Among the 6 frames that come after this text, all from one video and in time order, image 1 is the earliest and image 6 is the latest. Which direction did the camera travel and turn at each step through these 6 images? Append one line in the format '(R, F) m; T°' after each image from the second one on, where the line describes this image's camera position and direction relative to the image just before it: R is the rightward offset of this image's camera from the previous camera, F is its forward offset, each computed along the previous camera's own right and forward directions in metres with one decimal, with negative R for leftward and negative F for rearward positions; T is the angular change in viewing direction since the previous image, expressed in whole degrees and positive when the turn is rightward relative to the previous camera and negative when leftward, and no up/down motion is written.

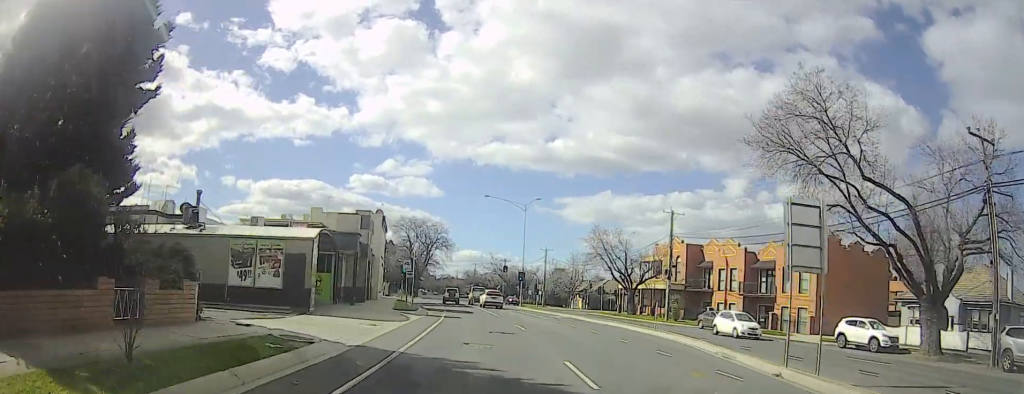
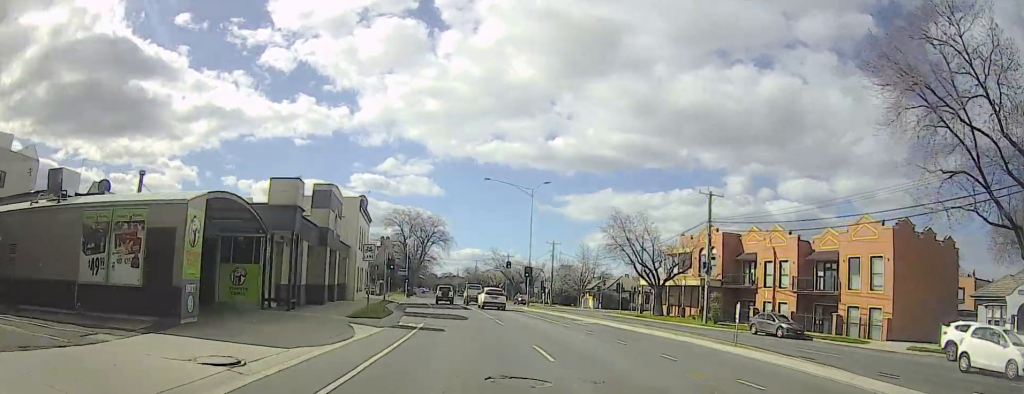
(0.0, +8.2) m; +1°
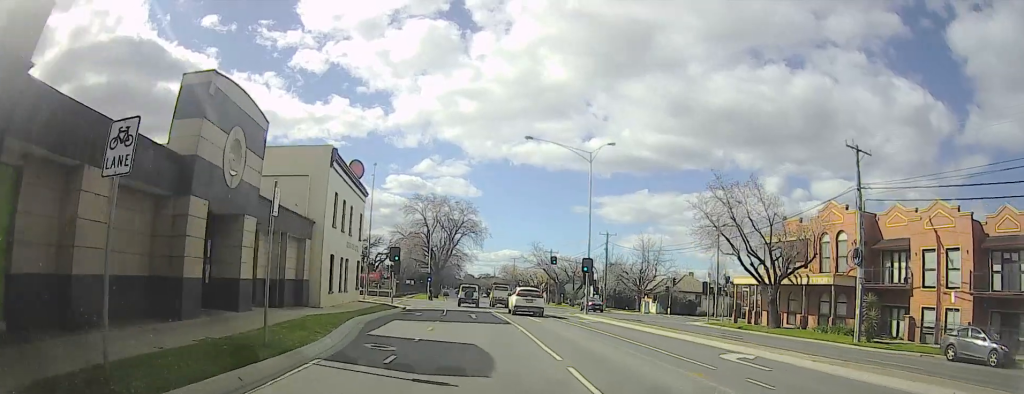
(+0.1, +14.9) m; -1°
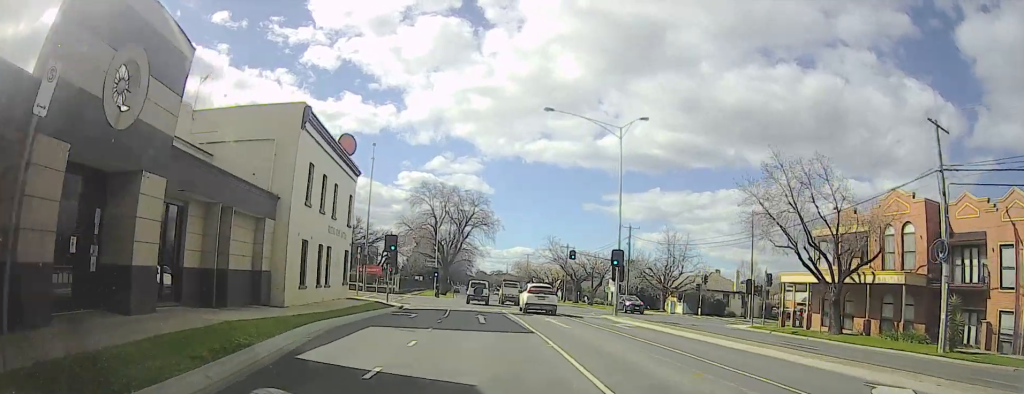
(0.0, +5.8) m; -2°
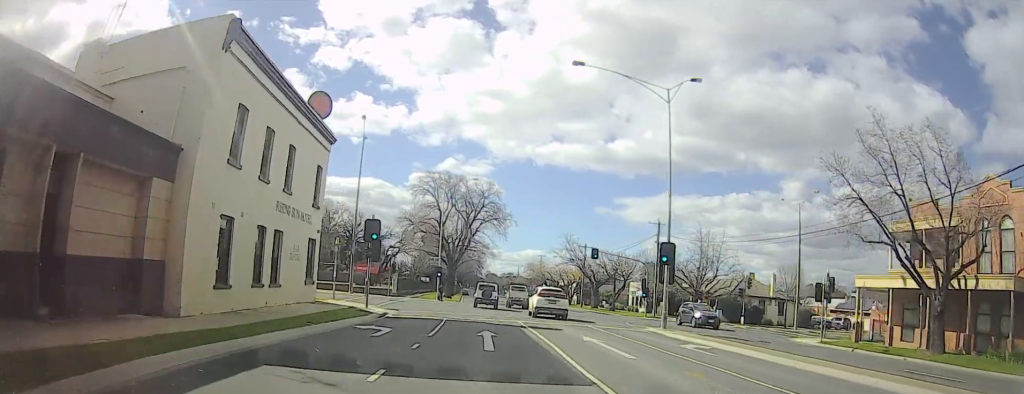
(-0.3, +8.0) m; -2°
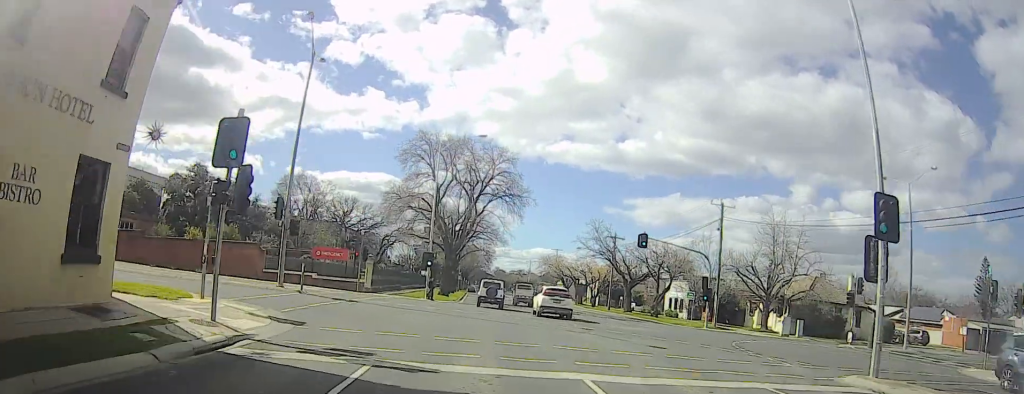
(-0.8, +15.0) m; -7°
